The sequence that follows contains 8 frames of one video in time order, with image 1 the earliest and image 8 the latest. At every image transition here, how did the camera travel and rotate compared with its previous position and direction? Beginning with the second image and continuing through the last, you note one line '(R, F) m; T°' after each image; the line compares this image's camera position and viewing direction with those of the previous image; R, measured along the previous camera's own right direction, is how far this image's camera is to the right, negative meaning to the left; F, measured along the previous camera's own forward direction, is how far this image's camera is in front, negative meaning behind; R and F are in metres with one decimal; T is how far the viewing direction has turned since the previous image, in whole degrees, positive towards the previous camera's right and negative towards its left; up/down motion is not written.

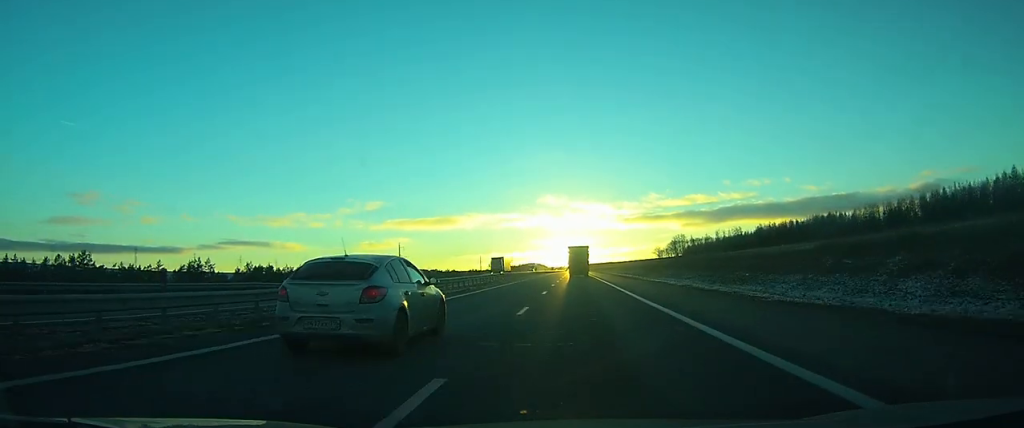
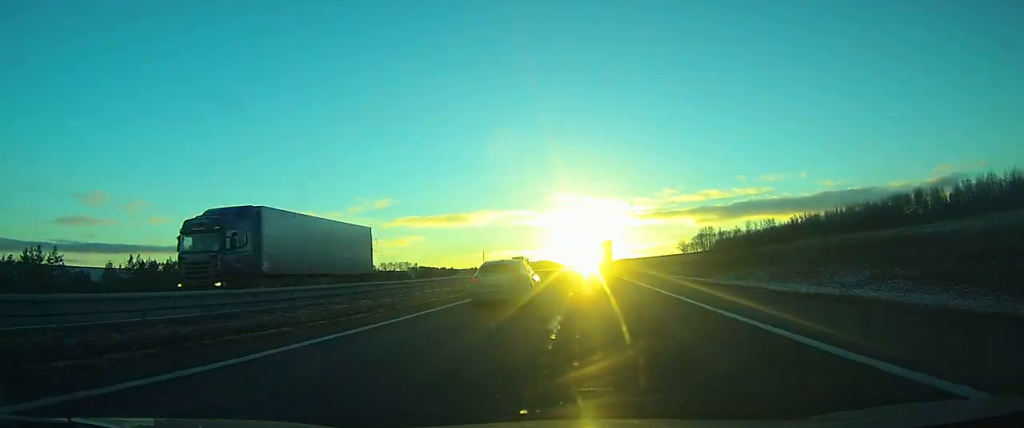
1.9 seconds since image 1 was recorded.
(-0.2, +49.6) m; -1°
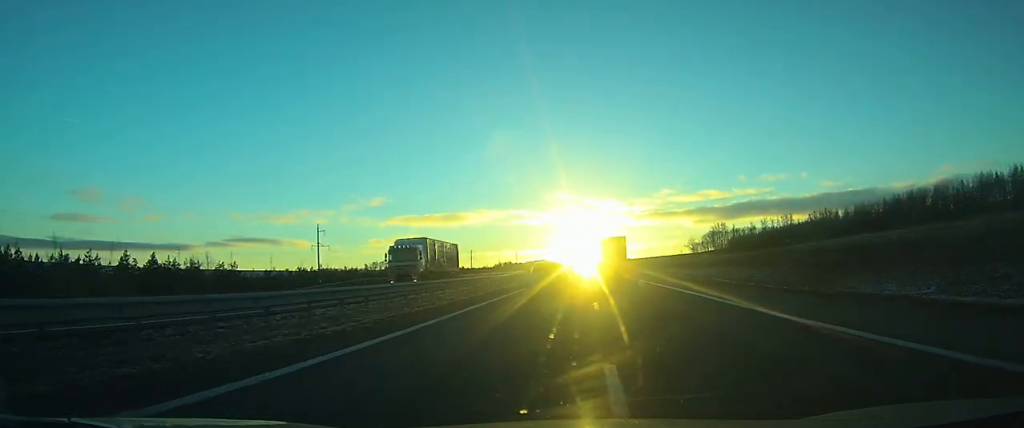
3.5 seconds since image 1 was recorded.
(-0.2, +41.8) m; 0°
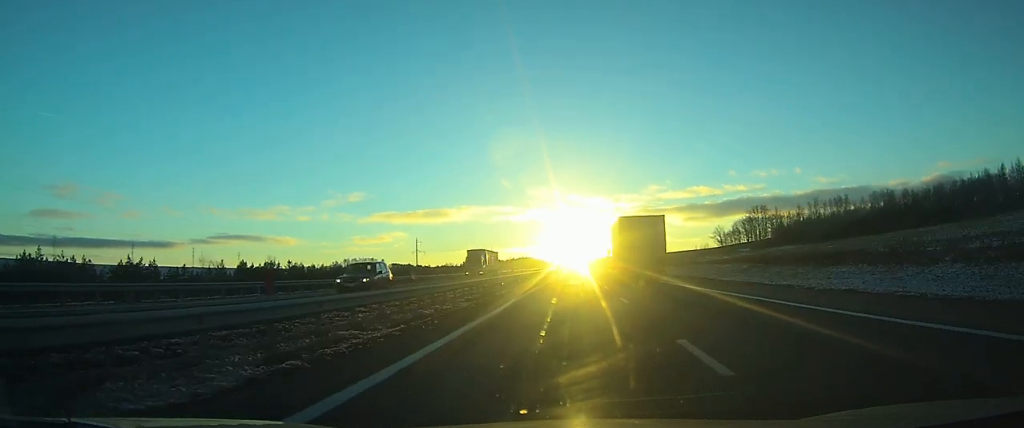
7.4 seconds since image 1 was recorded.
(+0.7, +109.1) m; +1°
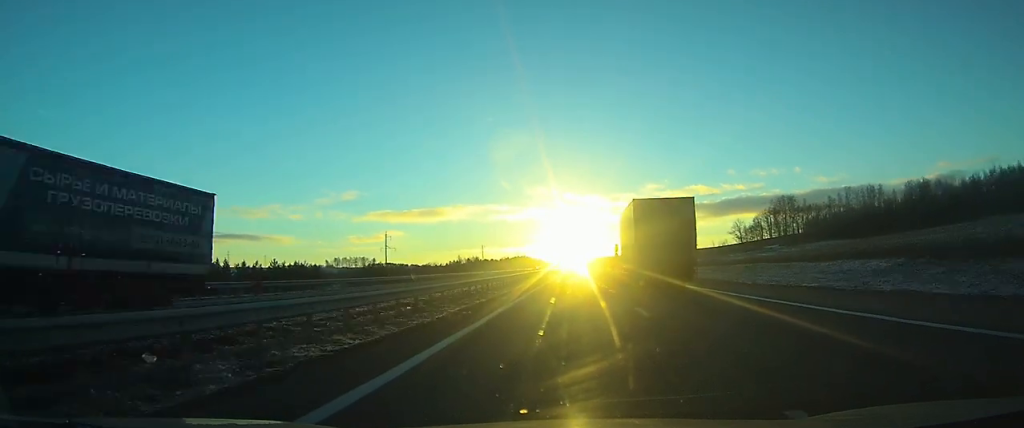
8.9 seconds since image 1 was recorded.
(+0.1, +40.0) m; 0°
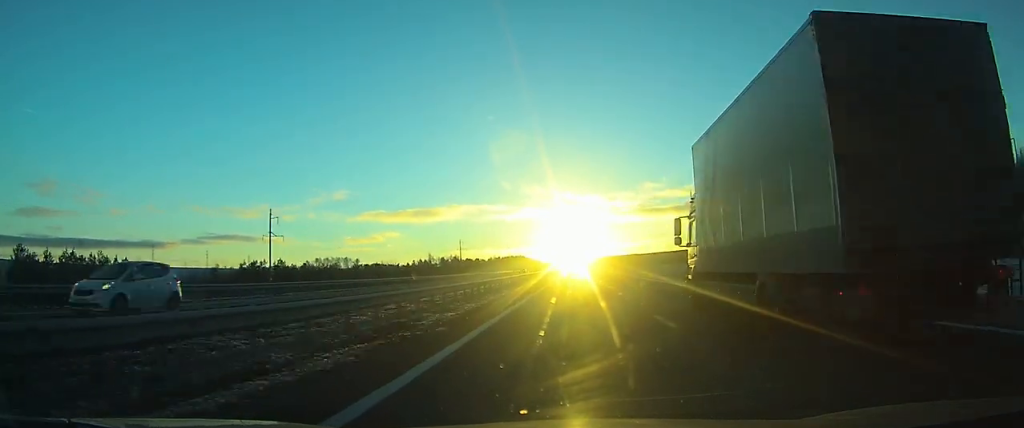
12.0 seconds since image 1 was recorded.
(-0.1, +82.5) m; 0°
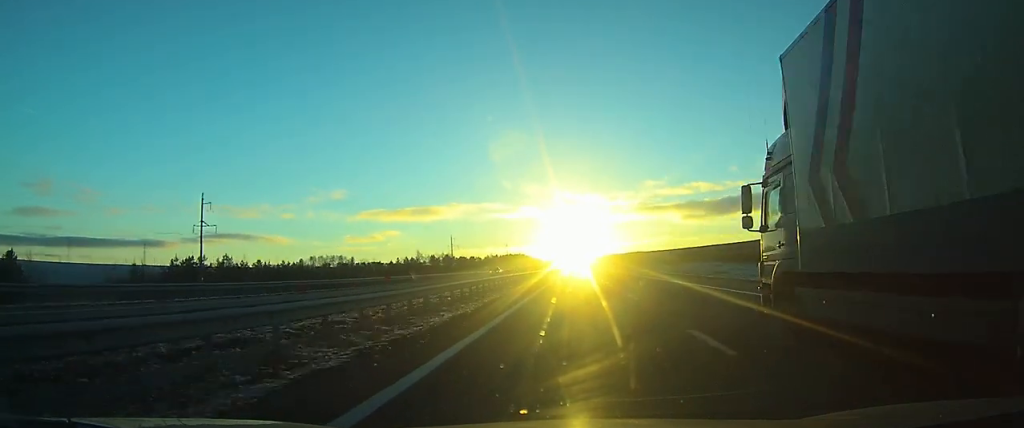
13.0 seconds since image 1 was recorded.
(+0.1, +26.0) m; 0°
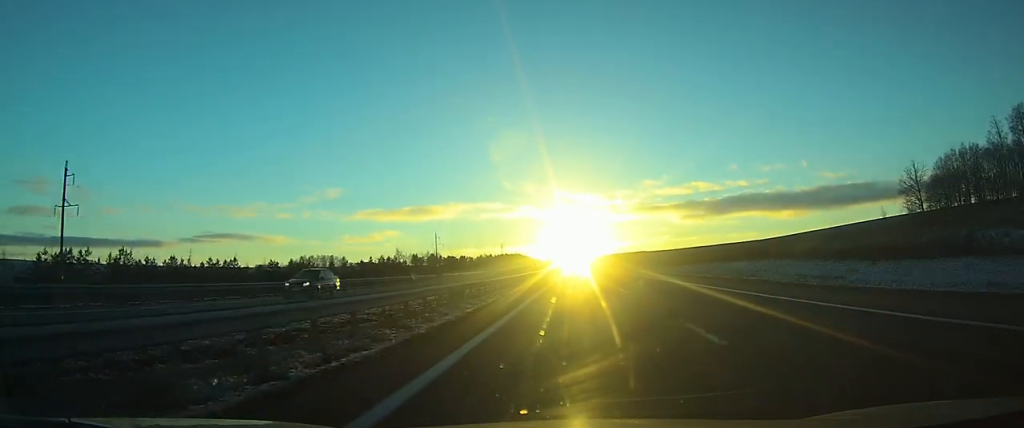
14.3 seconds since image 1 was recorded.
(0.0, +35.4) m; 0°
